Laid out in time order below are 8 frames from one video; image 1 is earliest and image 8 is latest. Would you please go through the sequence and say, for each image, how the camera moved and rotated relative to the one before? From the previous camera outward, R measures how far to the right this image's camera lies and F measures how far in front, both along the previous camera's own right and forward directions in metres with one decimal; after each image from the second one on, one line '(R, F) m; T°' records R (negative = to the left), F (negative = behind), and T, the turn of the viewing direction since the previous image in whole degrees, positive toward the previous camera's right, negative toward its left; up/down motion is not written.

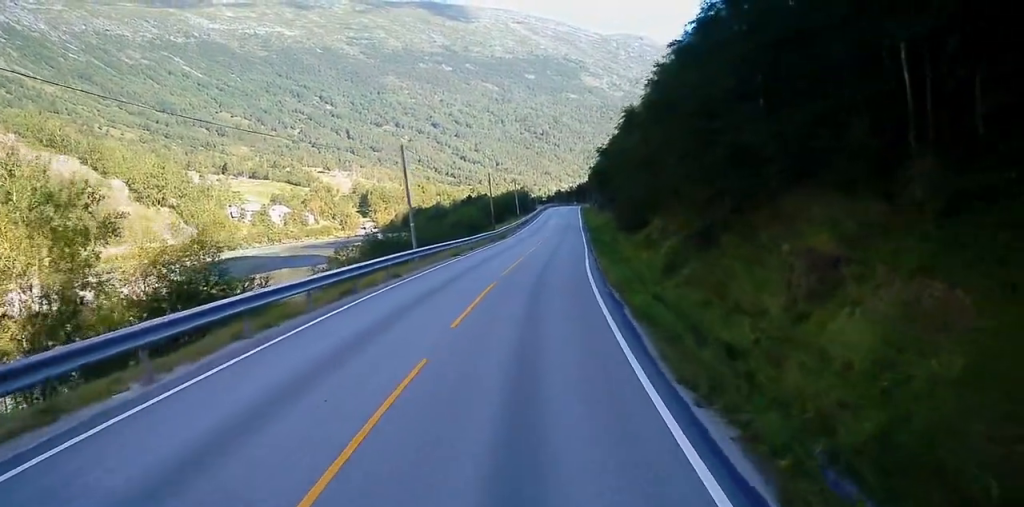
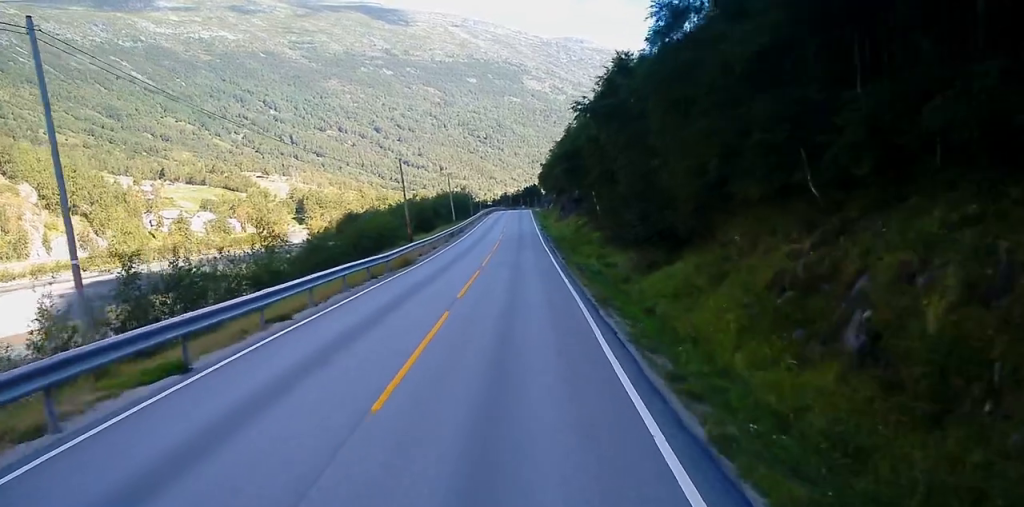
(+1.2, +30.0) m; +3°
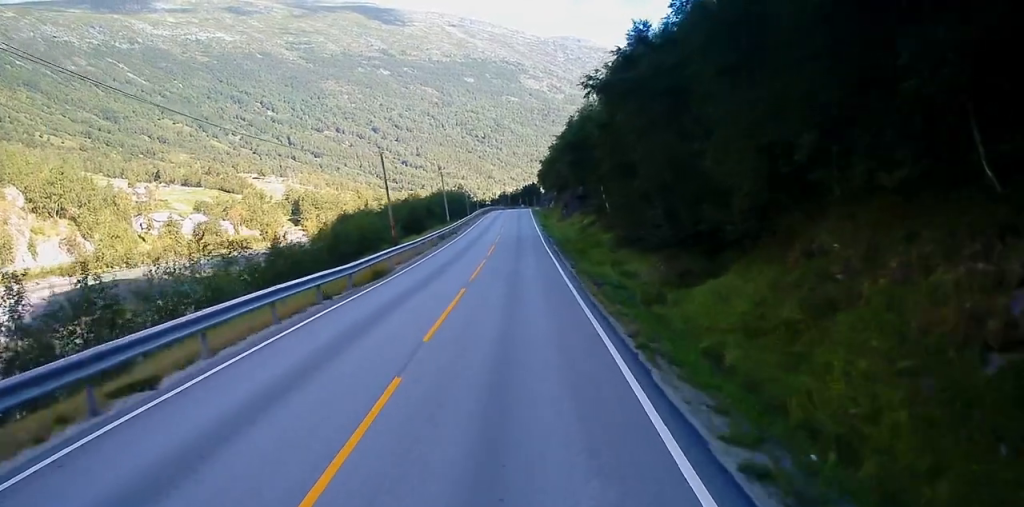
(+0.1, +7.0) m; 0°
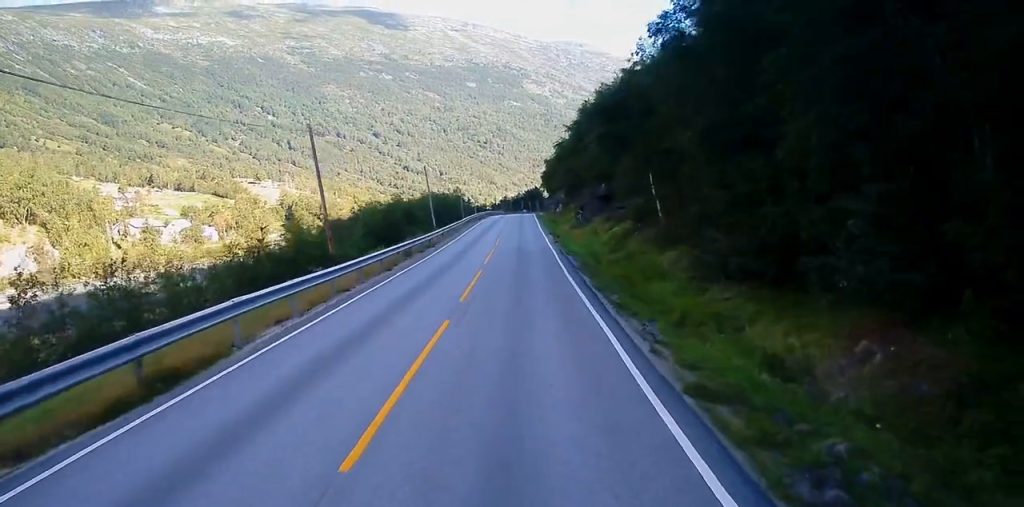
(-0.2, +18.2) m; 0°
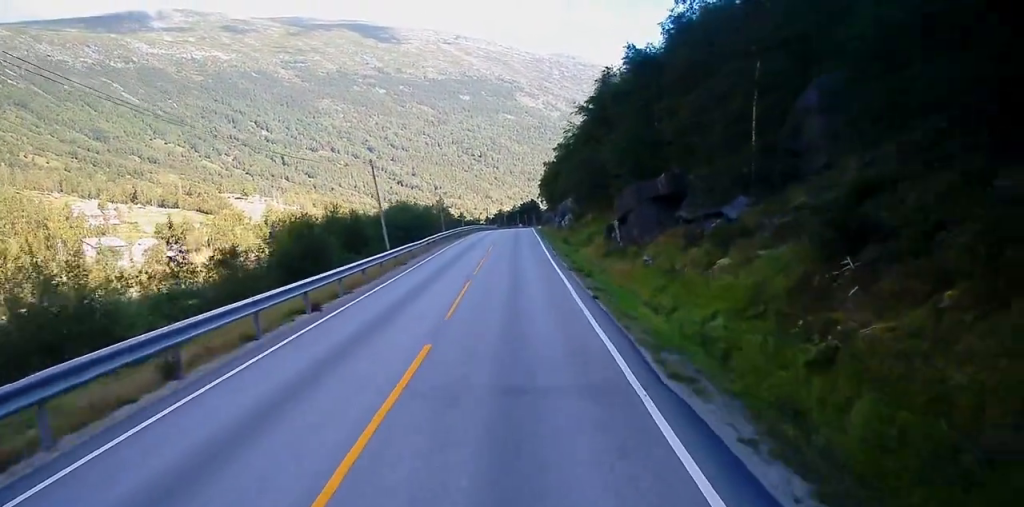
(+0.3, +24.8) m; +1°
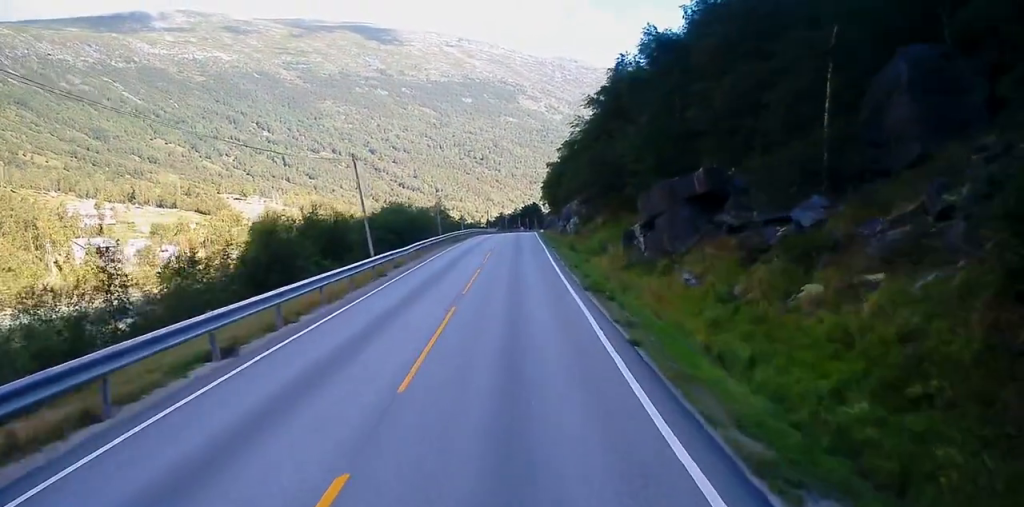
(0.0, +5.9) m; 0°
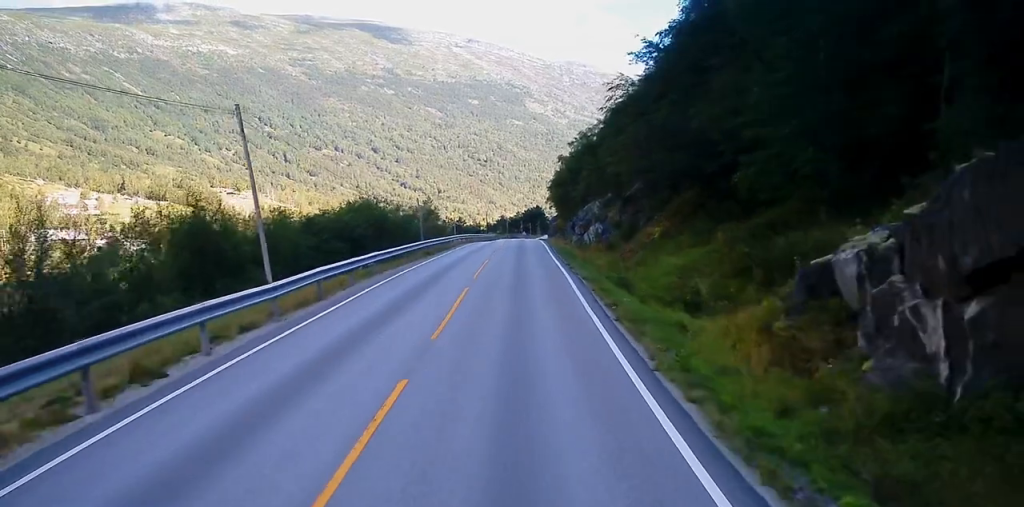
(0.0, +19.1) m; 0°
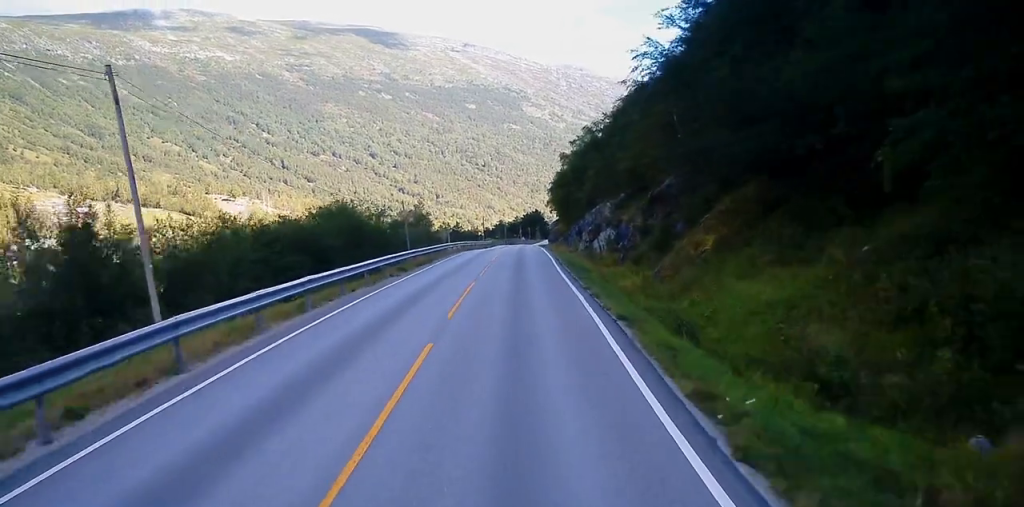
(-0.1, +8.8) m; 0°
